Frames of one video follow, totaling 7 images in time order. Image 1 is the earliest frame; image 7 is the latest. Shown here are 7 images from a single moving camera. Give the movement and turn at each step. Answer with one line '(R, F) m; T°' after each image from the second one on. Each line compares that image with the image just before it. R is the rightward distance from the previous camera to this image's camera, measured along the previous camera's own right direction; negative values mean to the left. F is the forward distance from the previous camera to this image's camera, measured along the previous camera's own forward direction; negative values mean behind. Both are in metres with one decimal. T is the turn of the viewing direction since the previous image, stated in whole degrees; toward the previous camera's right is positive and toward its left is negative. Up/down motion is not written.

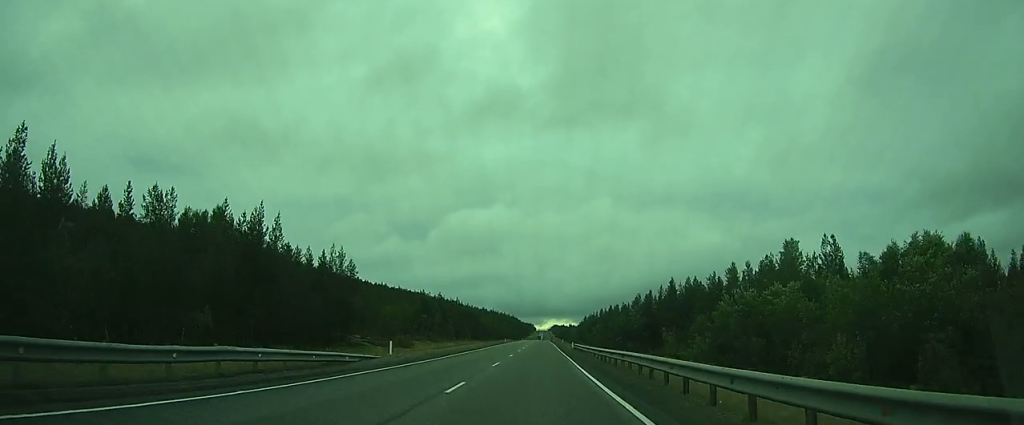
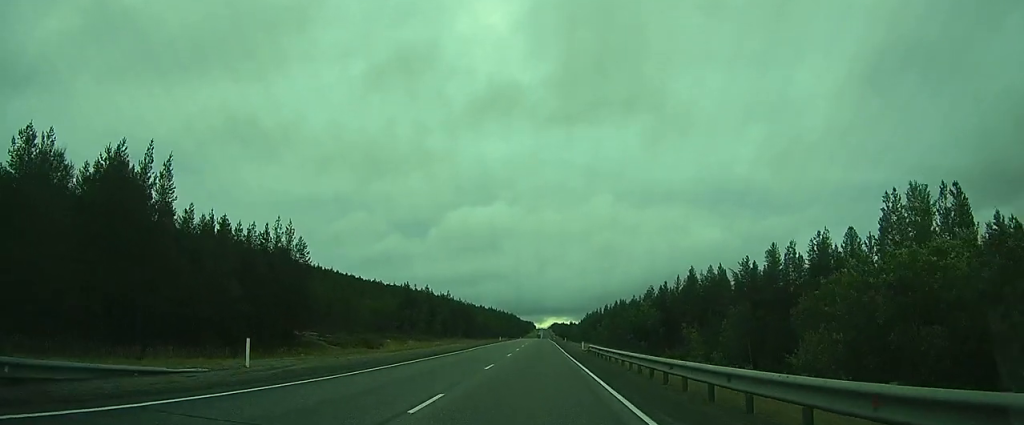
(0.0, +14.0) m; 0°
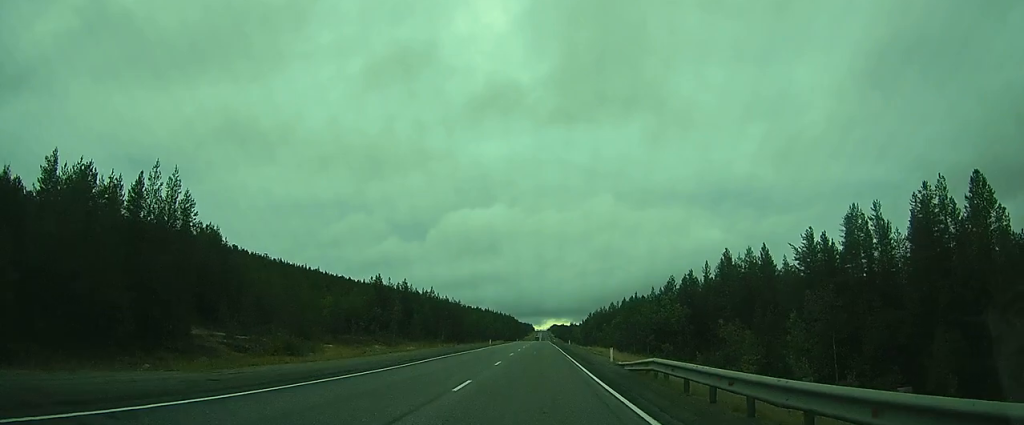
(+0.1, +16.8) m; 0°
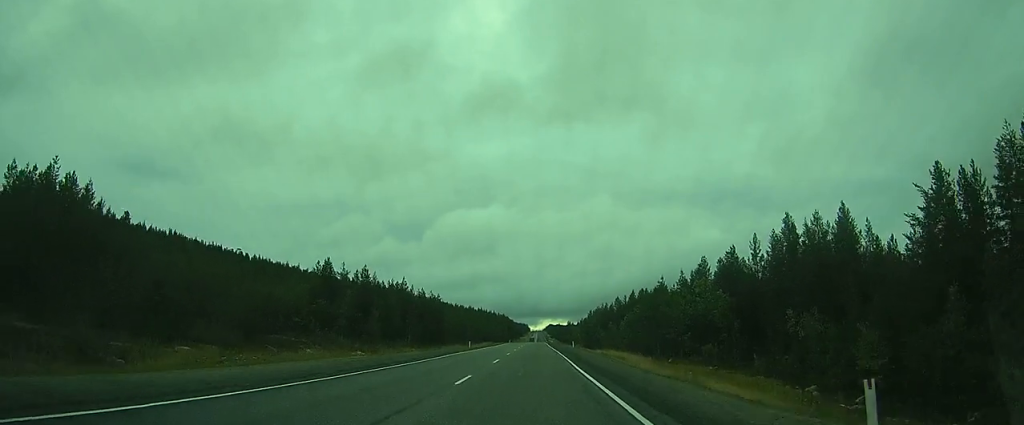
(0.0, +20.6) m; 0°
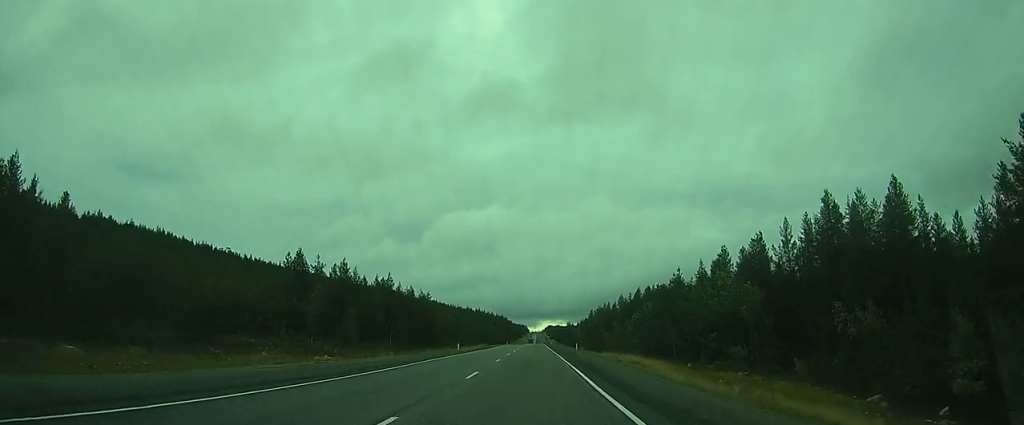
(0.0, +10.0) m; 0°
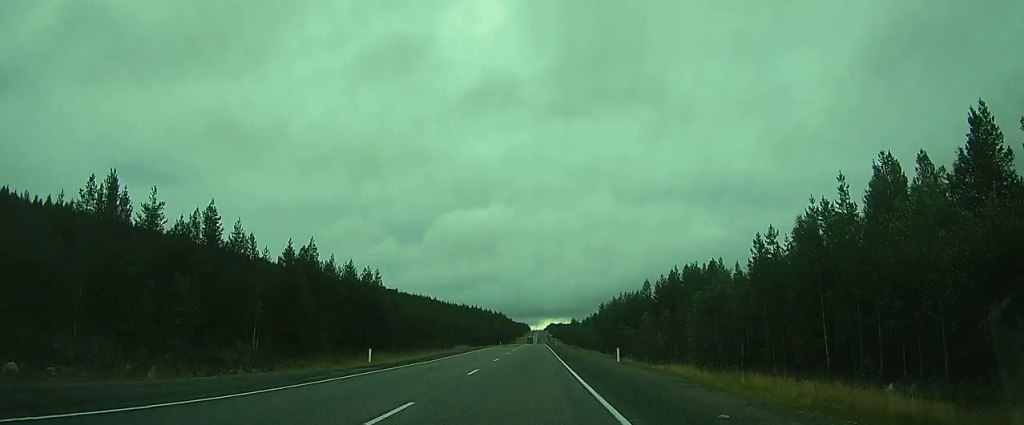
(-0.1, +38.7) m; 0°
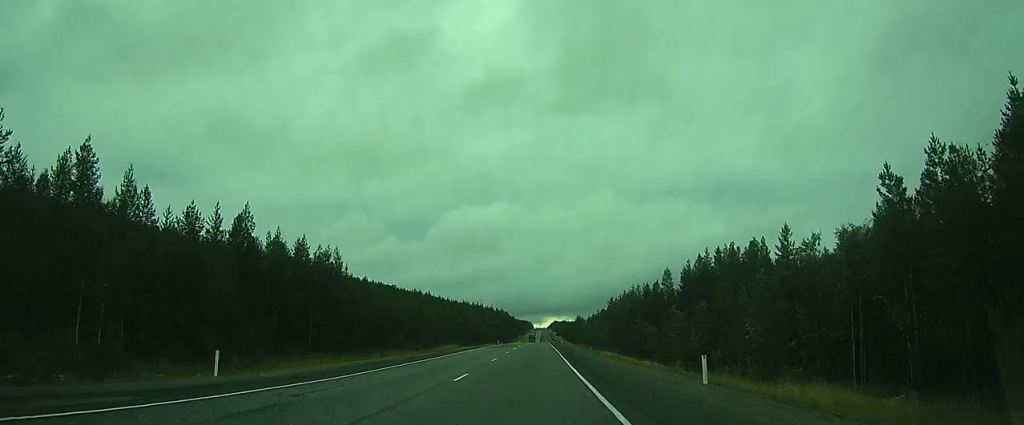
(0.0, +17.5) m; 0°
